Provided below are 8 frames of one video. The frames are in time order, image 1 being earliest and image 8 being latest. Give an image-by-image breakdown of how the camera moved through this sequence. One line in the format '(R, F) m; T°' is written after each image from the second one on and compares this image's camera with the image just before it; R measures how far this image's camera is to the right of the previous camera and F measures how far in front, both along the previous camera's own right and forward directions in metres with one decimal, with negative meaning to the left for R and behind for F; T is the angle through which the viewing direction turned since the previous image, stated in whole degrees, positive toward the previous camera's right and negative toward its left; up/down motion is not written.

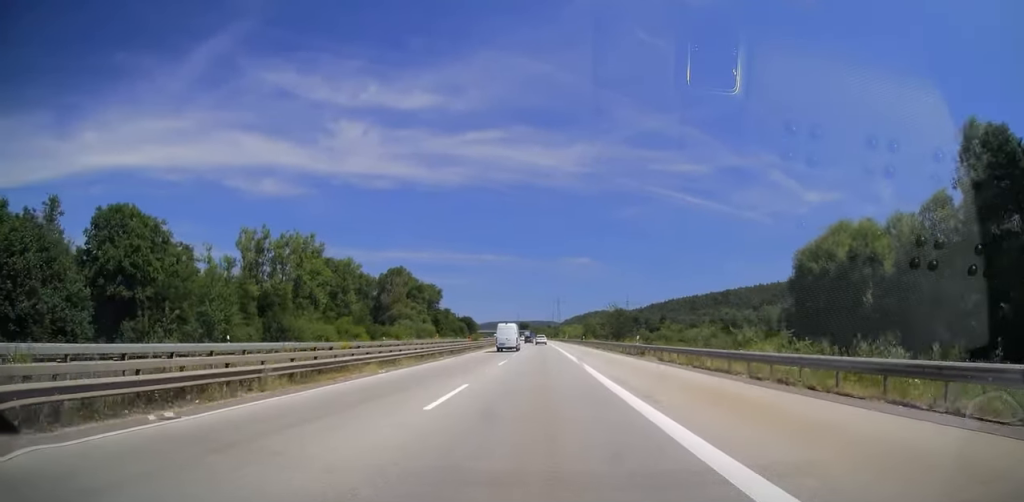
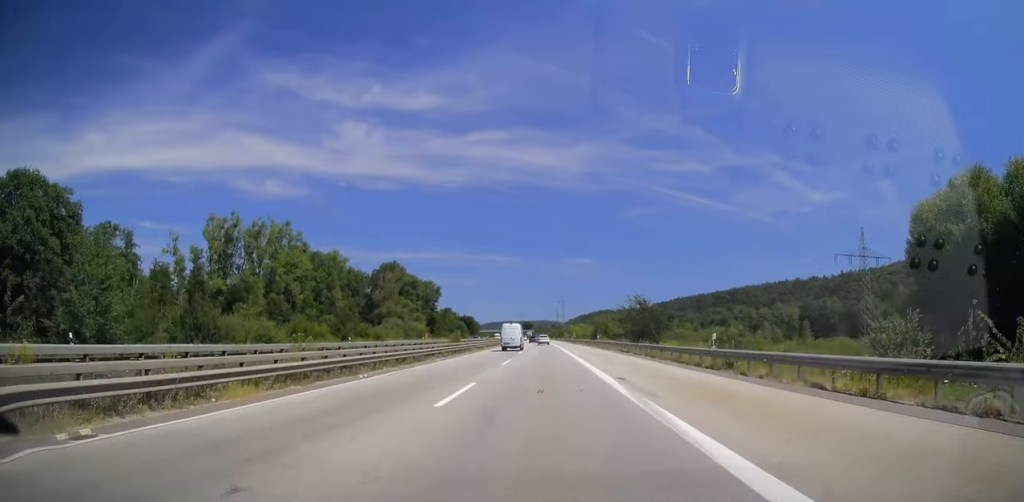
(-0.1, +17.6) m; 0°
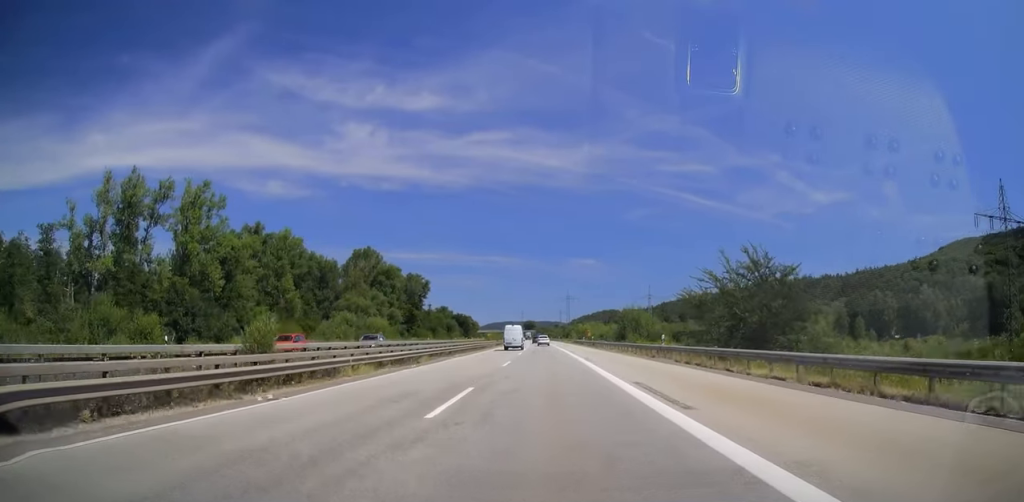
(0.0, +37.6) m; 0°
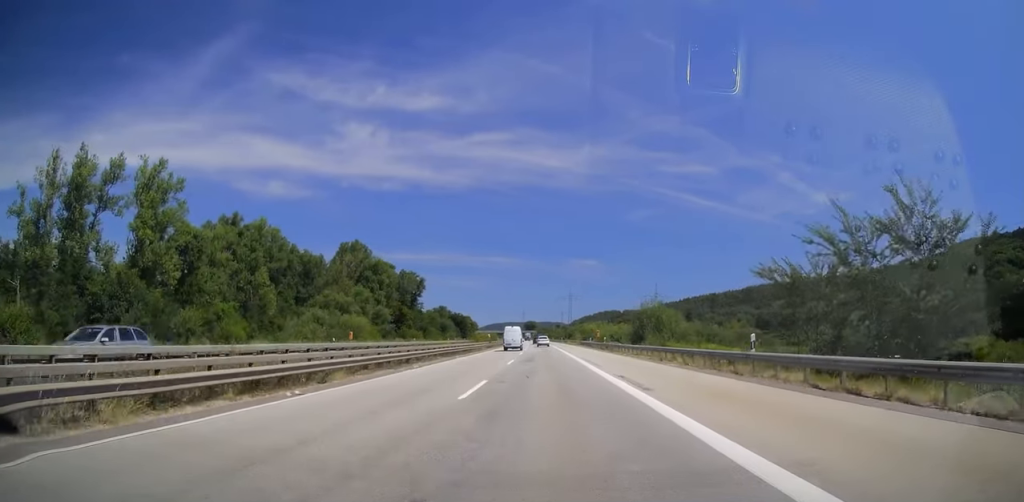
(+0.1, +14.4) m; 0°
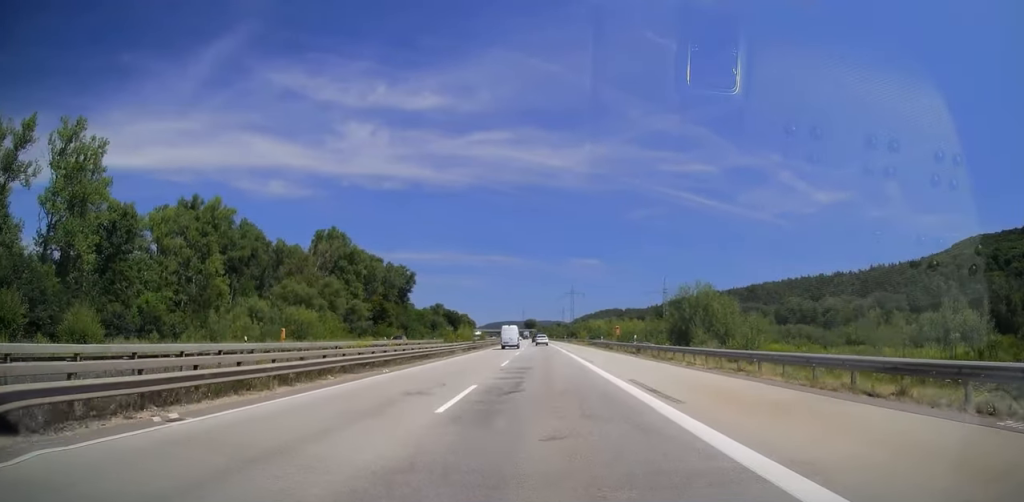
(-0.2, +20.6) m; 0°
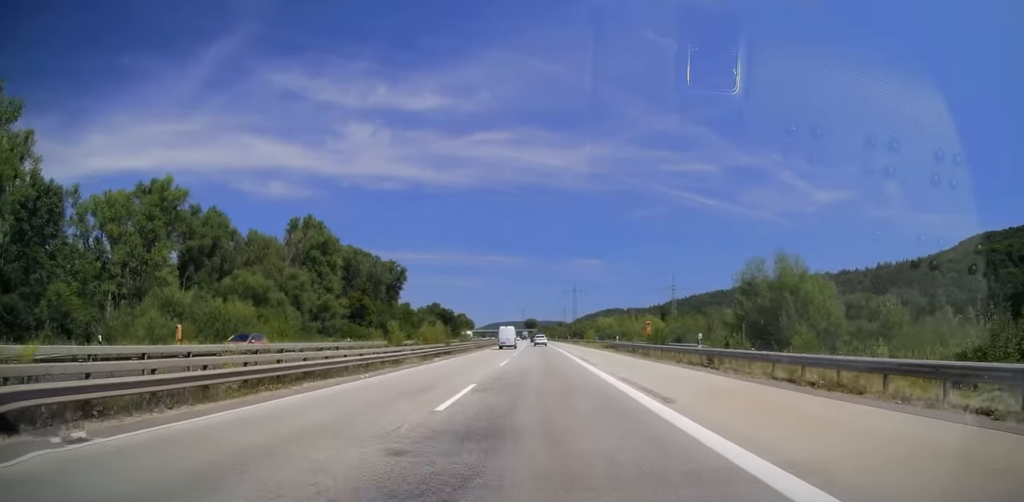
(-0.2, +17.5) m; 0°
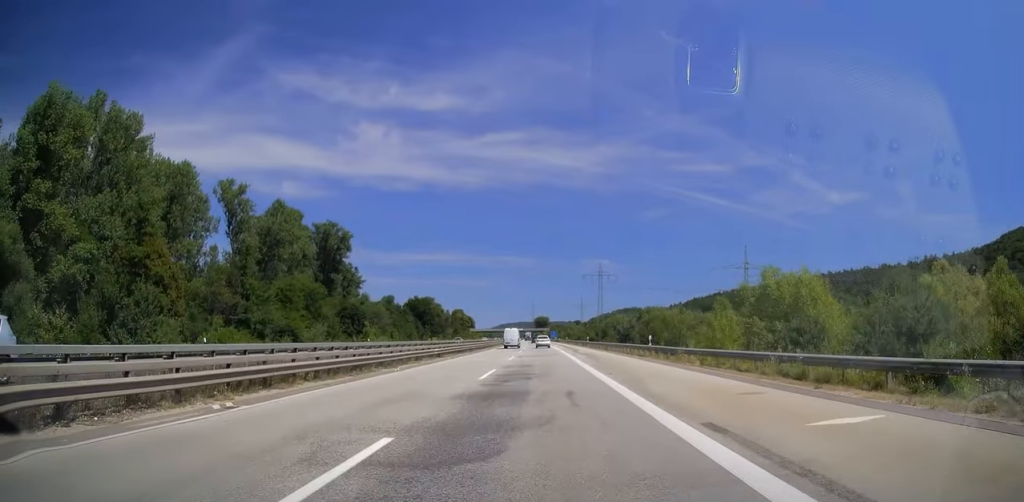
(-0.3, +80.9) m; -1°
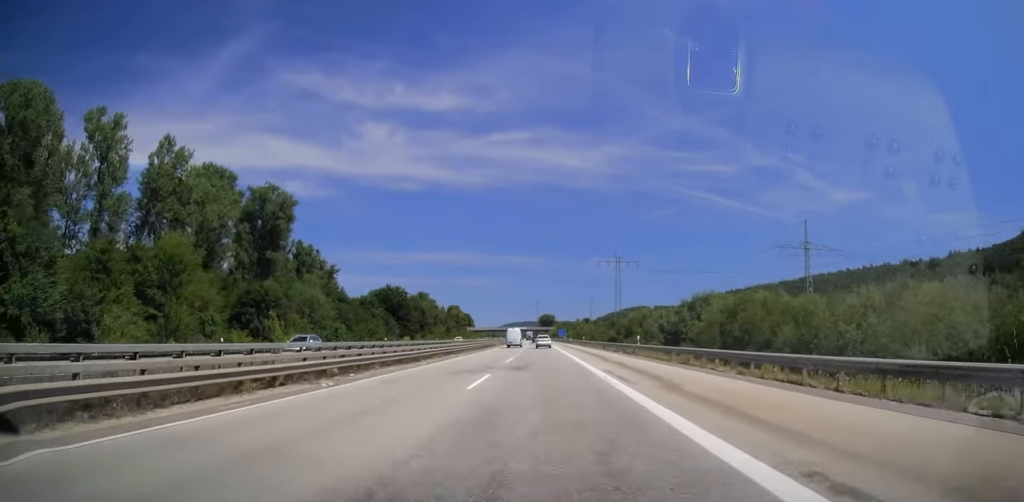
(0.0, +39.7) m; 0°
